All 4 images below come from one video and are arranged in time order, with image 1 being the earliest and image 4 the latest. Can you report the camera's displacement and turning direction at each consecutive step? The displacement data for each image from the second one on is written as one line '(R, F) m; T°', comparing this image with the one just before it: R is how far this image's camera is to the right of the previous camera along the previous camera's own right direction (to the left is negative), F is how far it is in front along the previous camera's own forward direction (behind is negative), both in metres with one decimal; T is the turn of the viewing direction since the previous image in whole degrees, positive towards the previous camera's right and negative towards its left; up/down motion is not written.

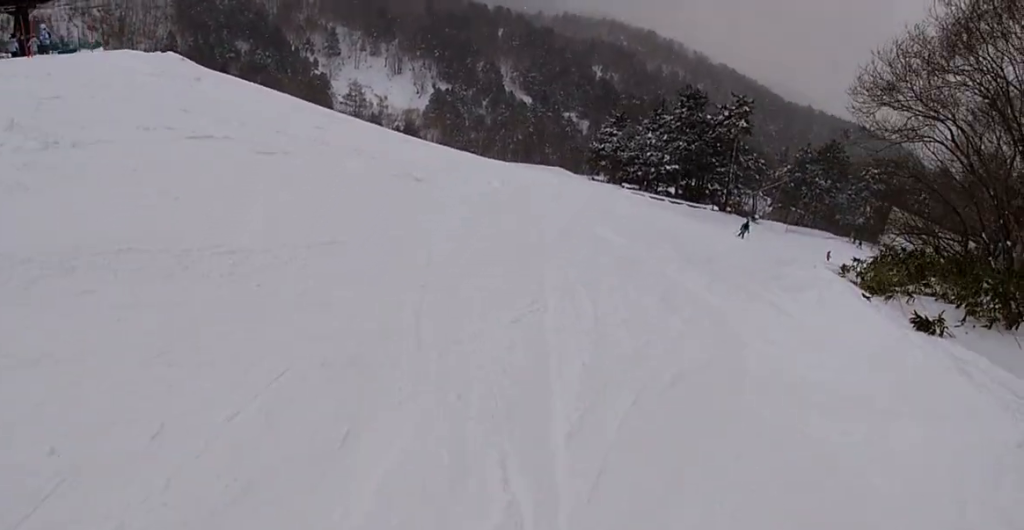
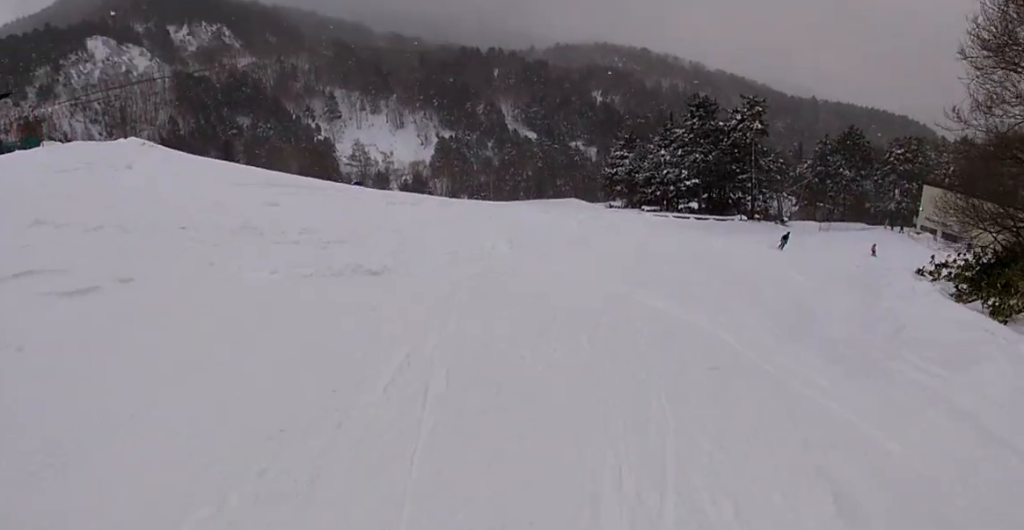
(+0.5, +4.0) m; +1°
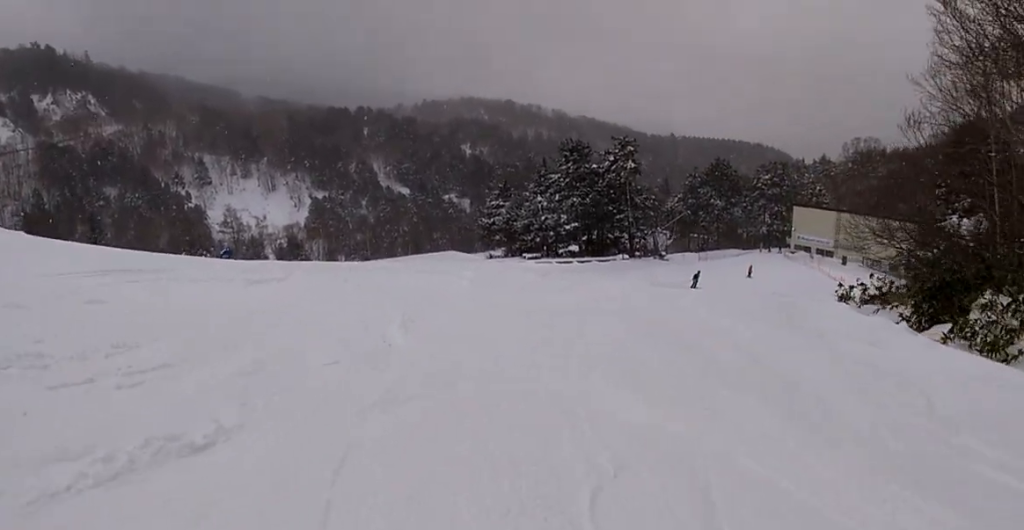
(+0.3, +3.3) m; +3°
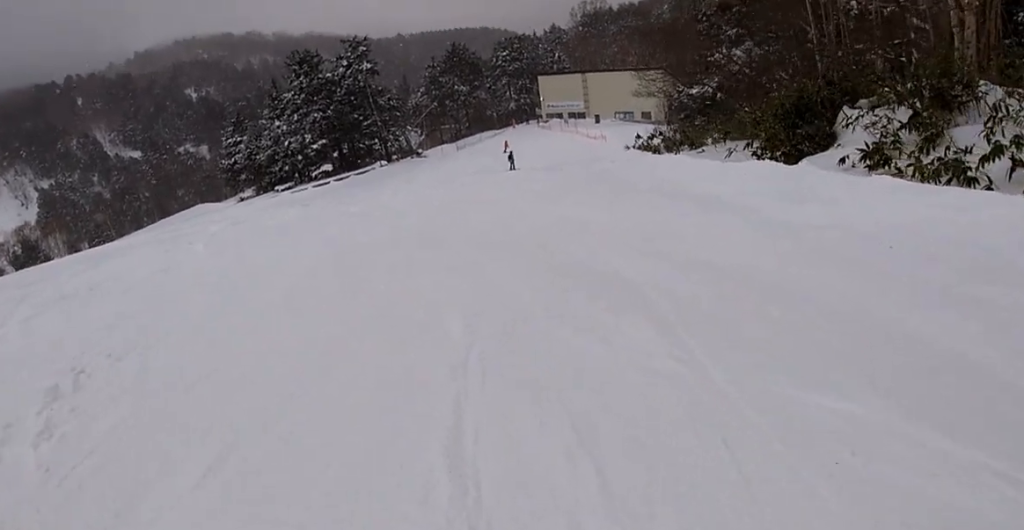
(-0.5, +4.9) m; +15°
